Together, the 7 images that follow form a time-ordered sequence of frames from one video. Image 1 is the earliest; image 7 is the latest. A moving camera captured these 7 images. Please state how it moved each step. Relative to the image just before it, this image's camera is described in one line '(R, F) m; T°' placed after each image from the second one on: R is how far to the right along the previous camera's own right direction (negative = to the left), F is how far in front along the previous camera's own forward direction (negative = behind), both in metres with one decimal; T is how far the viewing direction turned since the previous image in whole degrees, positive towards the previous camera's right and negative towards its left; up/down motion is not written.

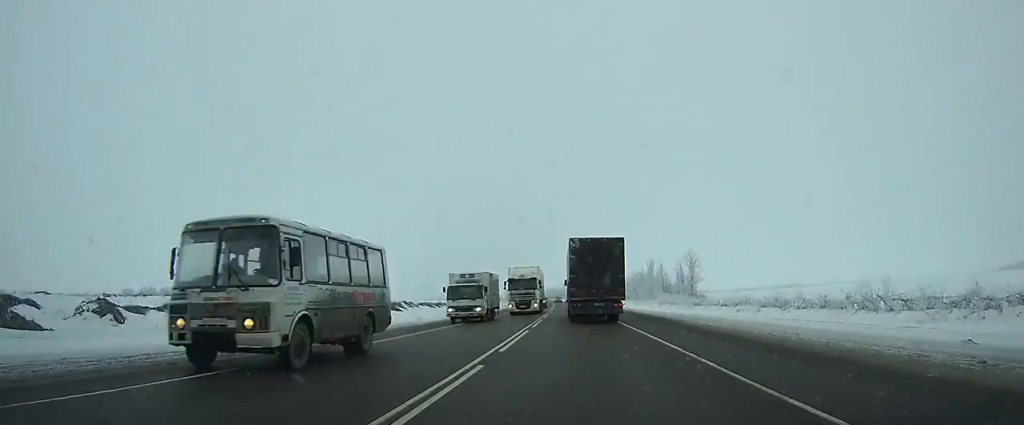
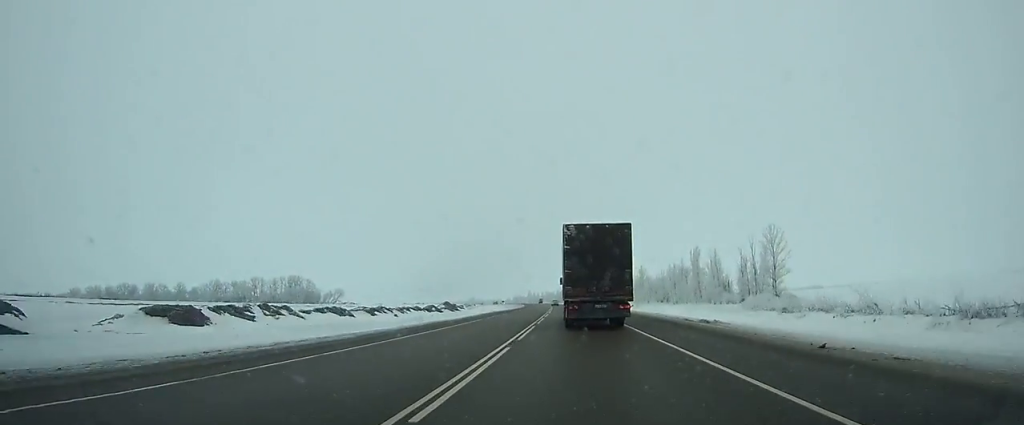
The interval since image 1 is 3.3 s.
(-0.9, +80.4) m; -2°
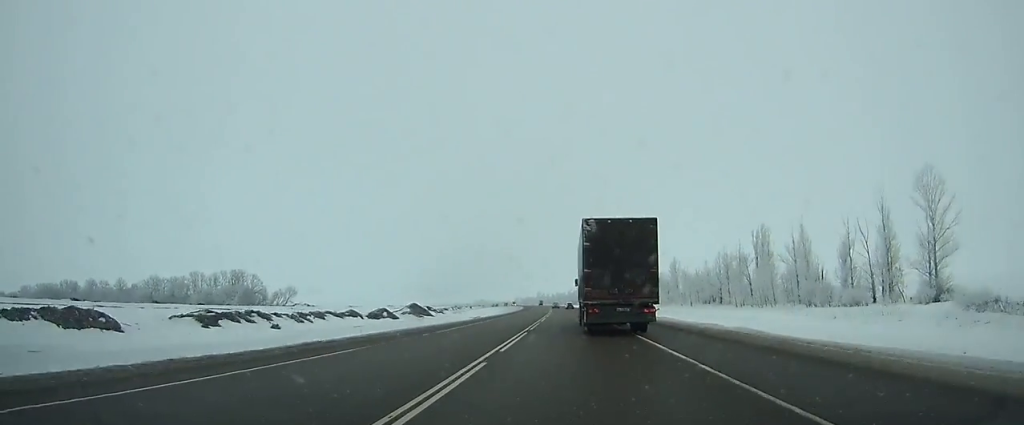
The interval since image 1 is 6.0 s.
(-0.8, +65.9) m; -1°
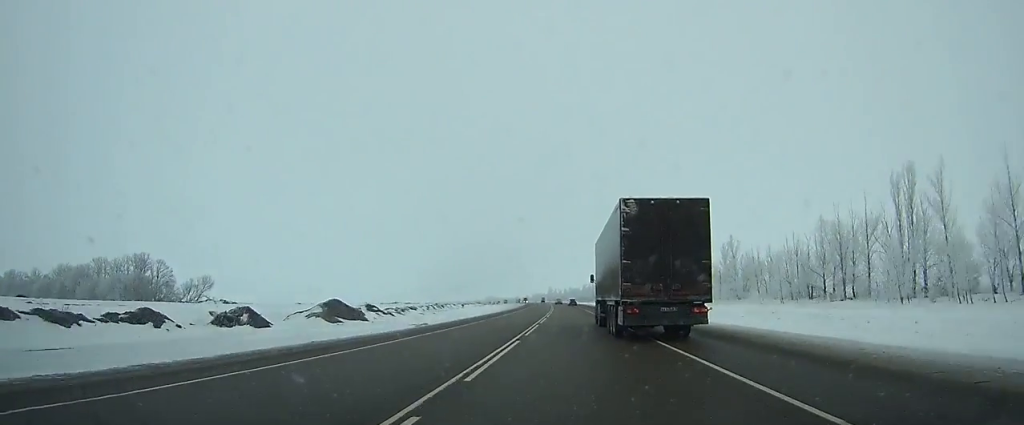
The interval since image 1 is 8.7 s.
(-0.8, +66.8) m; -1°
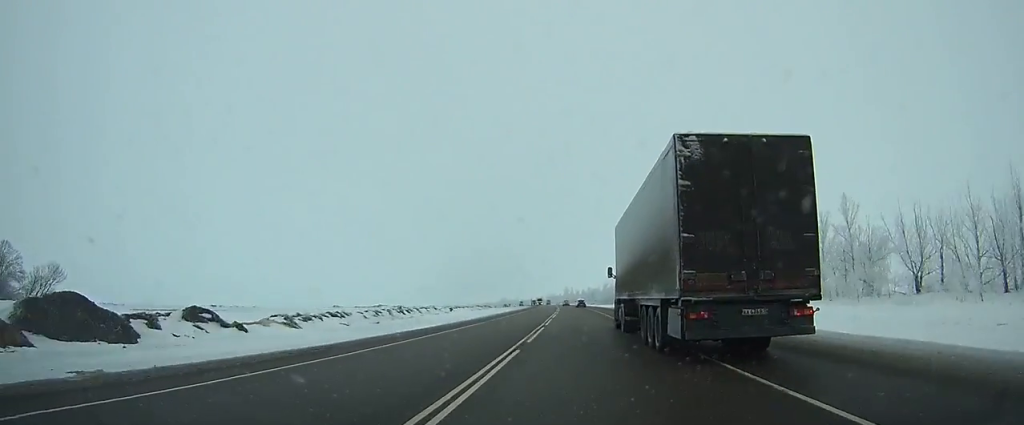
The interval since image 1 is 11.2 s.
(-0.7, +62.5) m; -1°
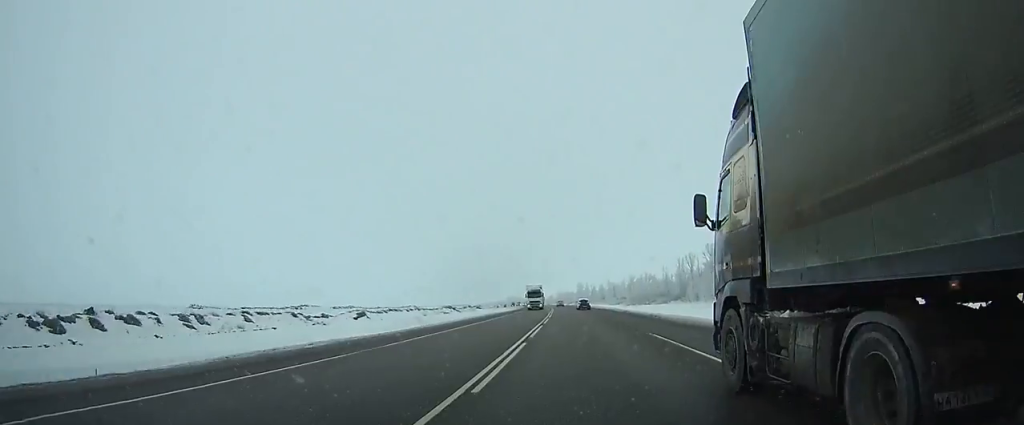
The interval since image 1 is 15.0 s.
(-1.4, +95.7) m; -2°
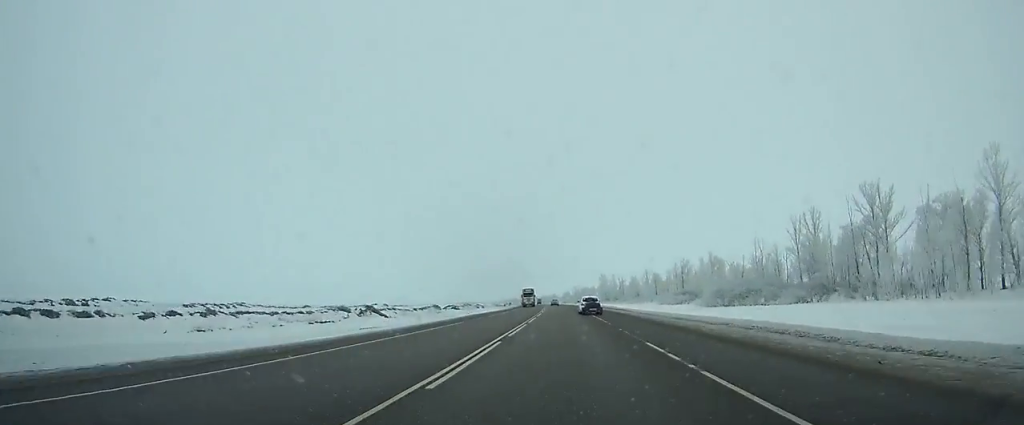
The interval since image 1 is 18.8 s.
(-1.3, +100.4) m; -2°
